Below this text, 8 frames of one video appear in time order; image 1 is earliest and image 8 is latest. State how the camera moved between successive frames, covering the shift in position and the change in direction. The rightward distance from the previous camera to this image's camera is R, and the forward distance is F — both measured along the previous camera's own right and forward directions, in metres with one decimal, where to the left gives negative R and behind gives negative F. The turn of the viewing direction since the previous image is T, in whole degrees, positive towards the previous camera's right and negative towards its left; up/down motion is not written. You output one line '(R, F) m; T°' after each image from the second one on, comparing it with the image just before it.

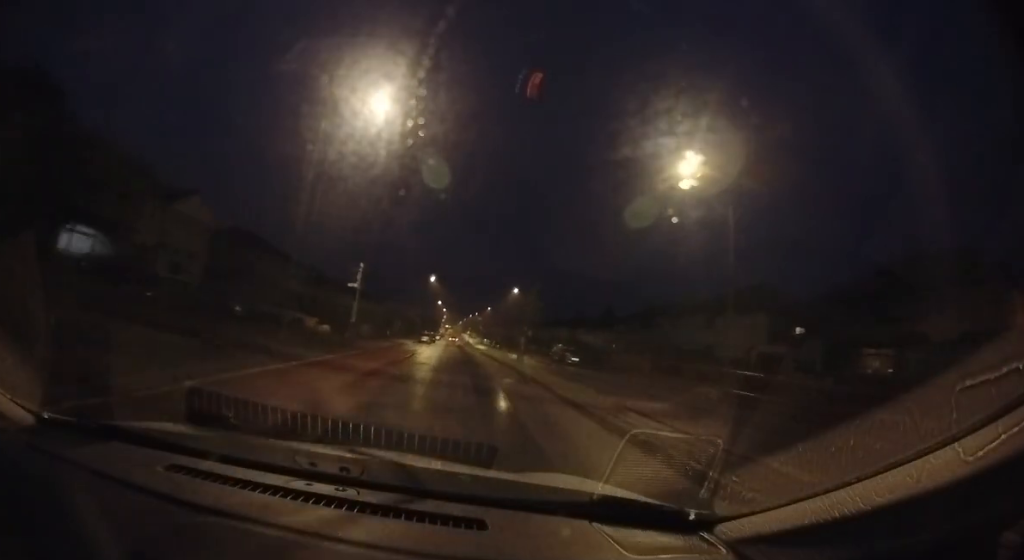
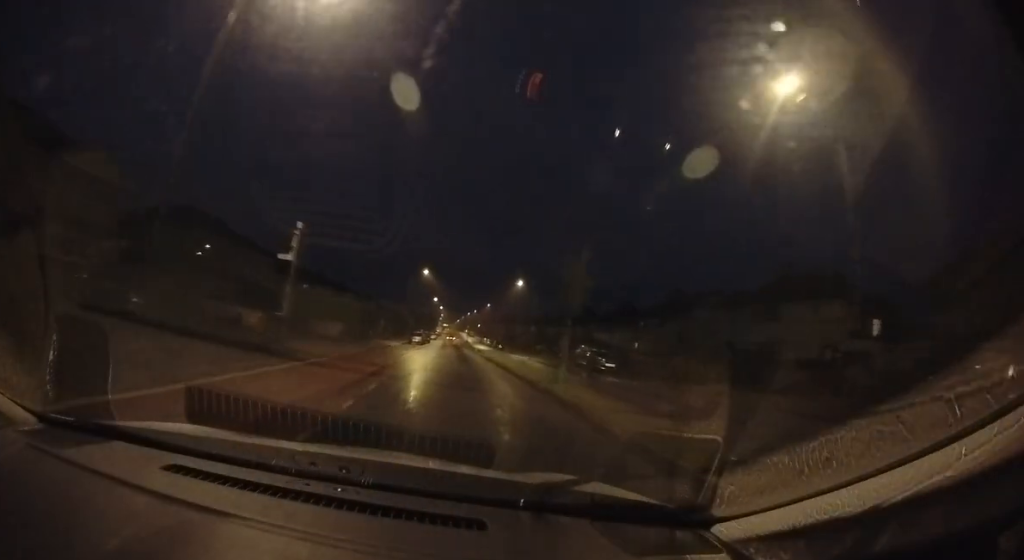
(-0.2, +7.2) m; -2°
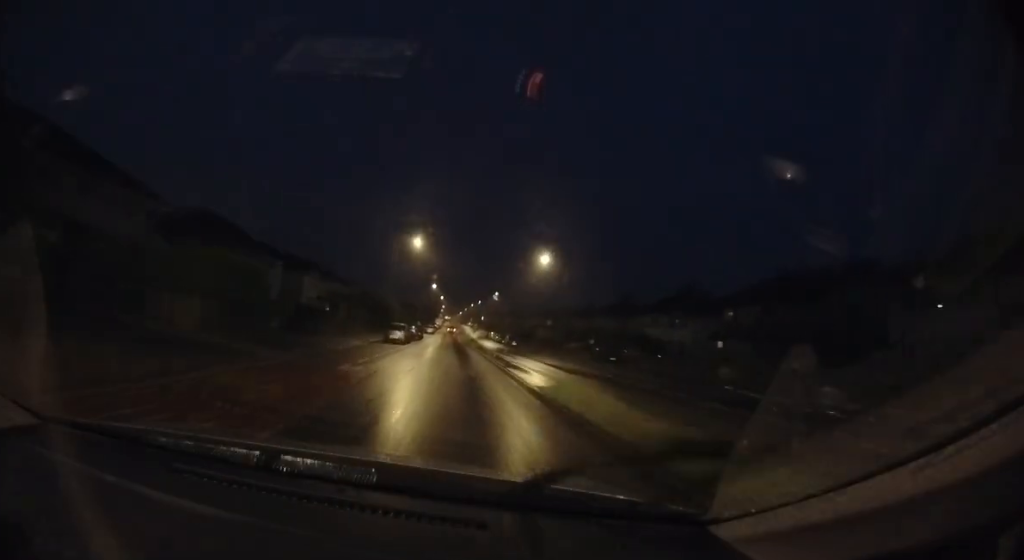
(-0.1, +14.5) m; -1°
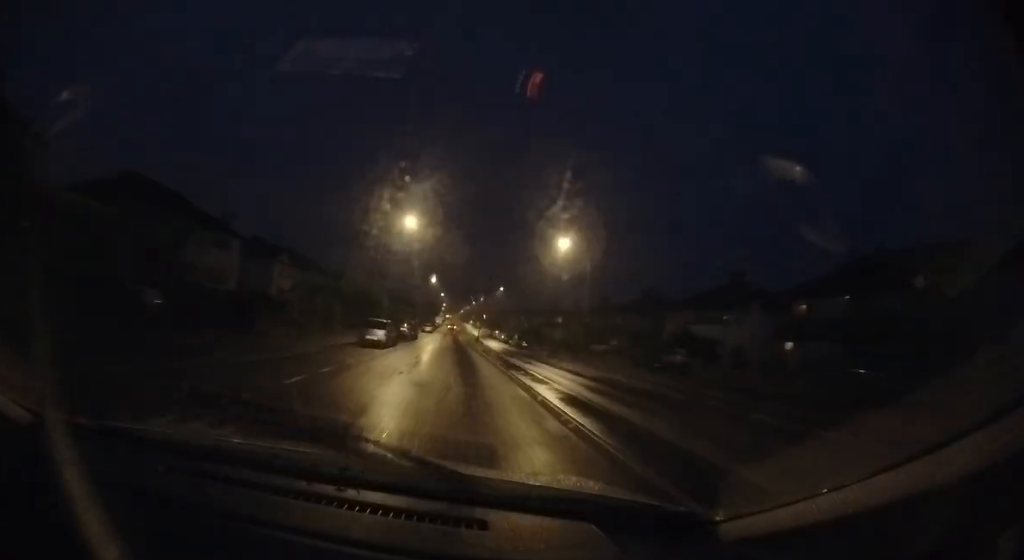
(0.0, +6.9) m; 0°
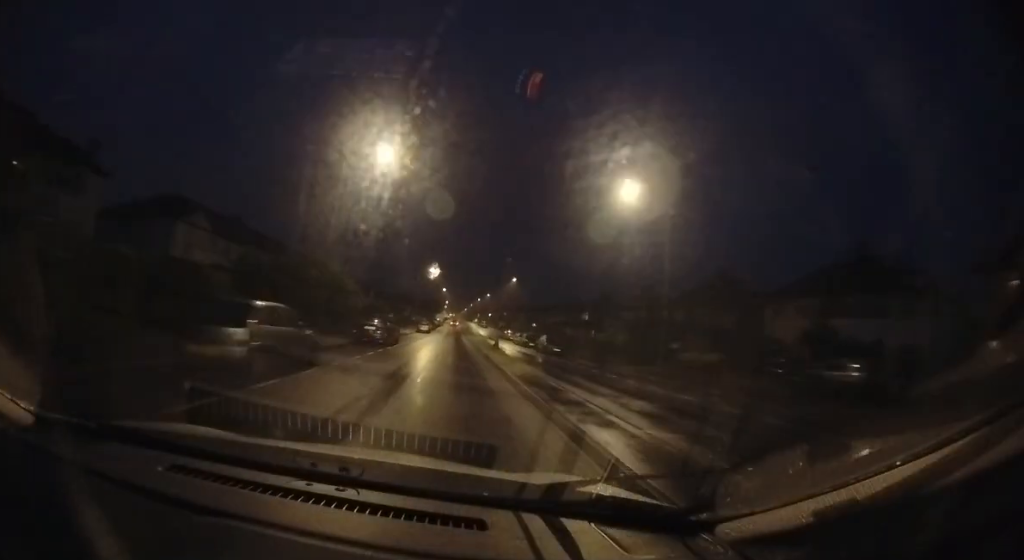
(-0.2, +13.0) m; -1°
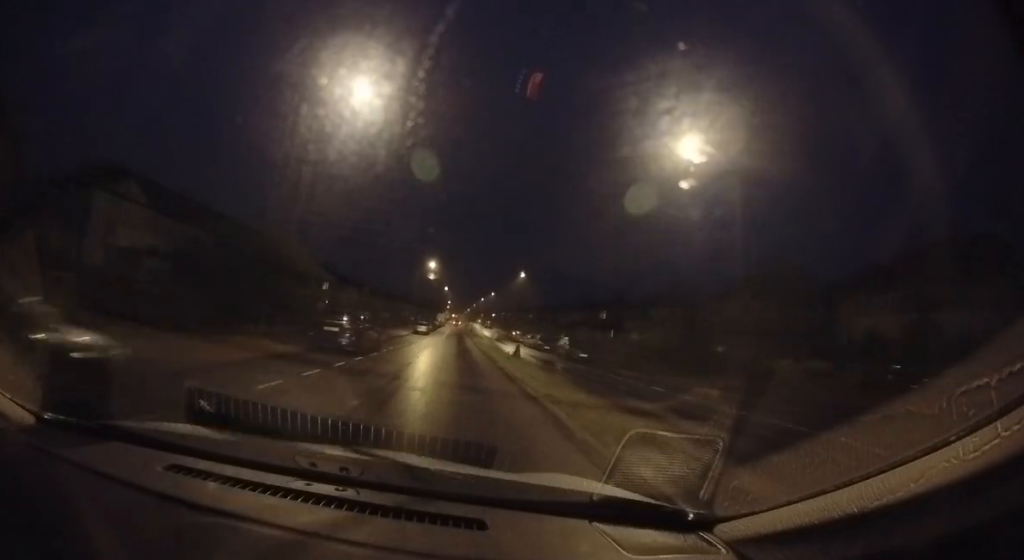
(0.0, +6.0) m; 0°
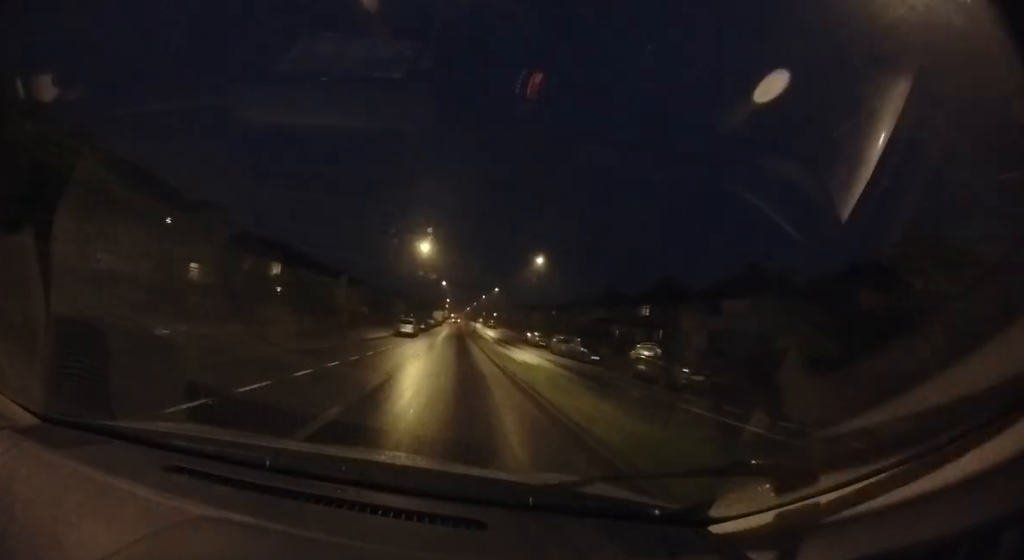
(0.0, +12.5) m; 0°
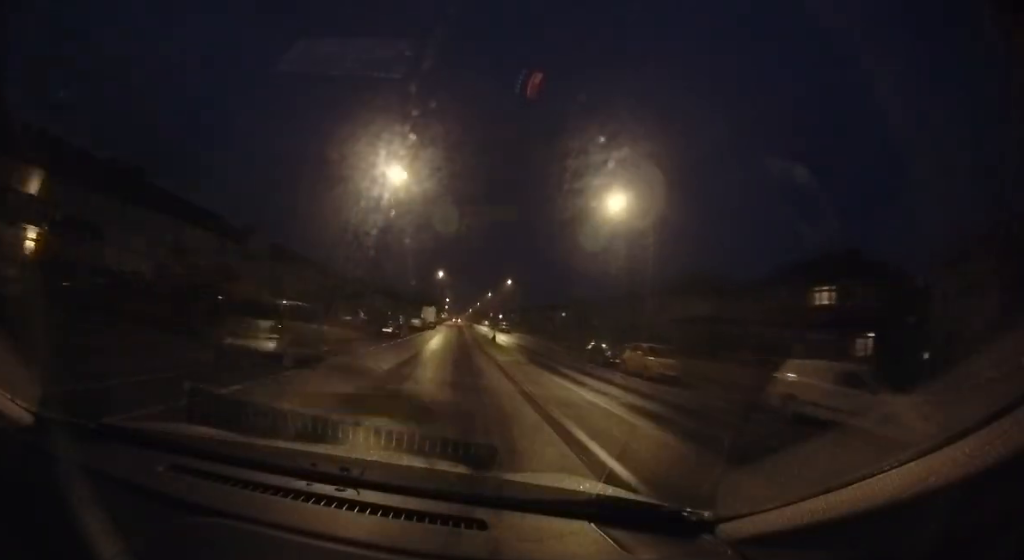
(+0.1, +22.6) m; +1°
